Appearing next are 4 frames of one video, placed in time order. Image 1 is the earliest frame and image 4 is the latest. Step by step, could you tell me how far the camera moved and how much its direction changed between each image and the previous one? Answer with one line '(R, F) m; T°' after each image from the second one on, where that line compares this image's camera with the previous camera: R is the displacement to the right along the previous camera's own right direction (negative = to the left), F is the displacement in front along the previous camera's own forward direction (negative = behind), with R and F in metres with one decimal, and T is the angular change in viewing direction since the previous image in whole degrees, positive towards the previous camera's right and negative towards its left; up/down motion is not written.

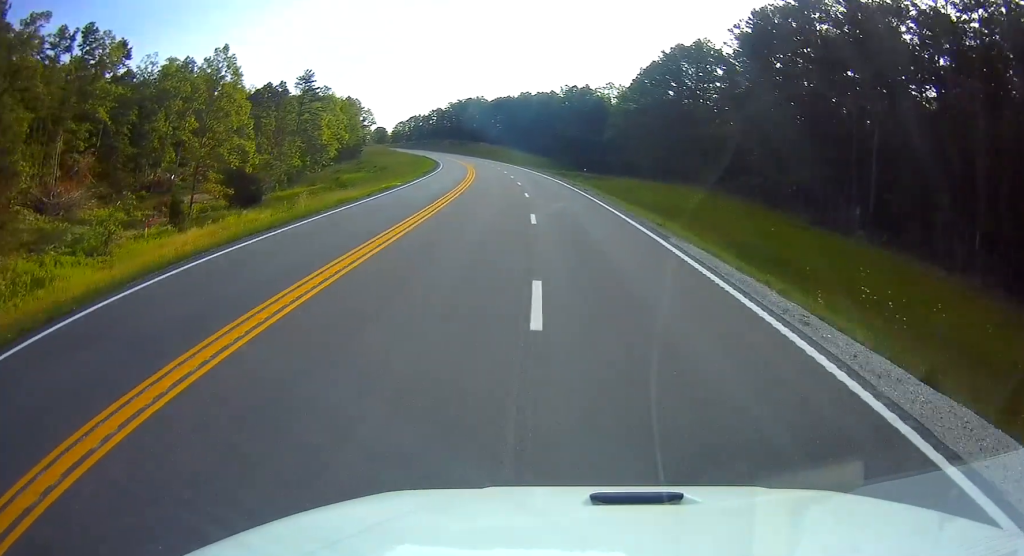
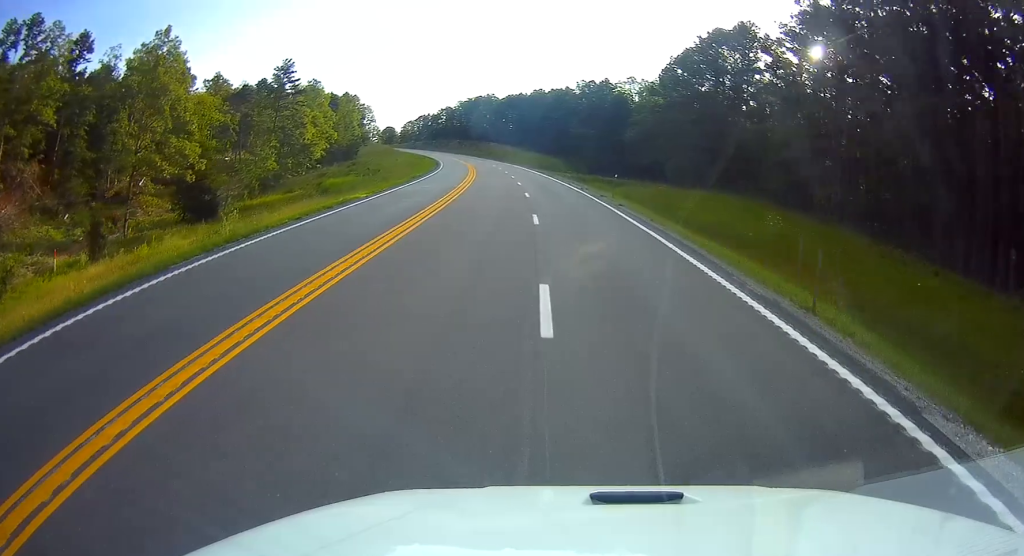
(-0.2, +12.4) m; -1°
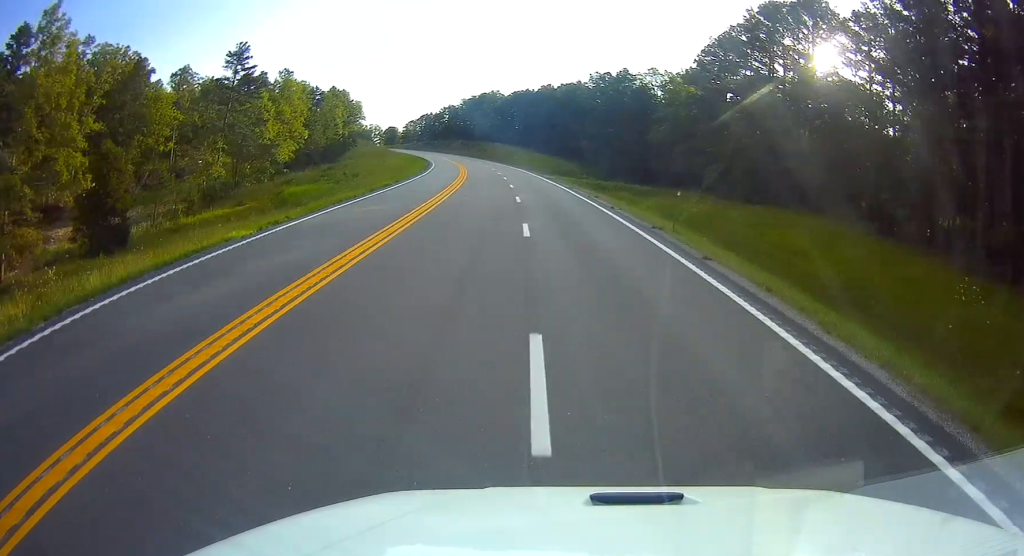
(-0.2, +15.1) m; -1°
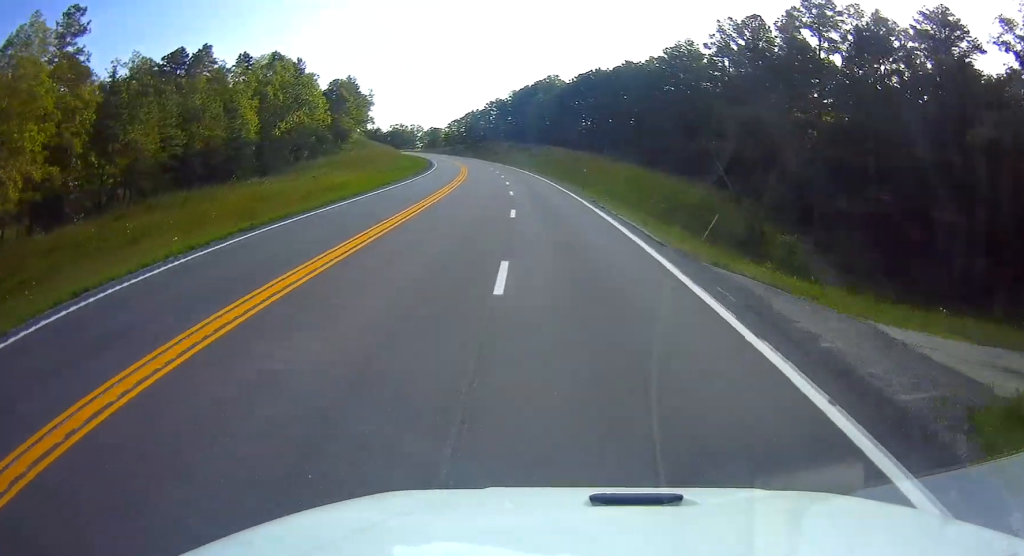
(-2.6, +55.3) m; -5°
